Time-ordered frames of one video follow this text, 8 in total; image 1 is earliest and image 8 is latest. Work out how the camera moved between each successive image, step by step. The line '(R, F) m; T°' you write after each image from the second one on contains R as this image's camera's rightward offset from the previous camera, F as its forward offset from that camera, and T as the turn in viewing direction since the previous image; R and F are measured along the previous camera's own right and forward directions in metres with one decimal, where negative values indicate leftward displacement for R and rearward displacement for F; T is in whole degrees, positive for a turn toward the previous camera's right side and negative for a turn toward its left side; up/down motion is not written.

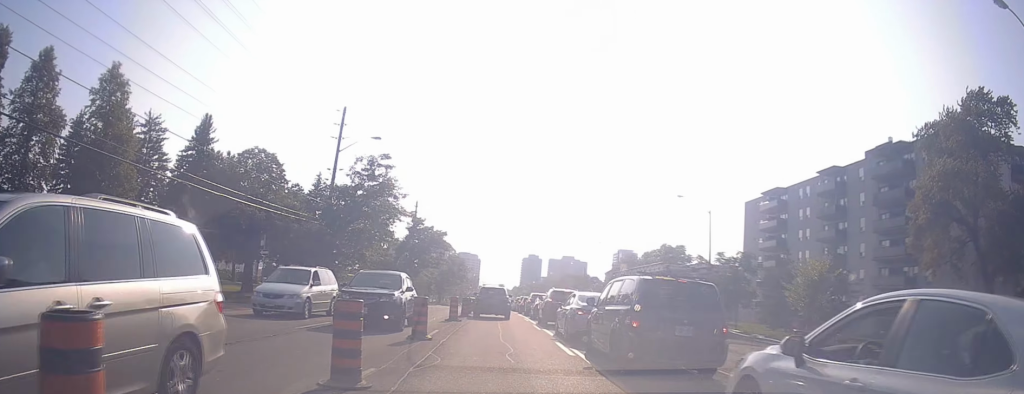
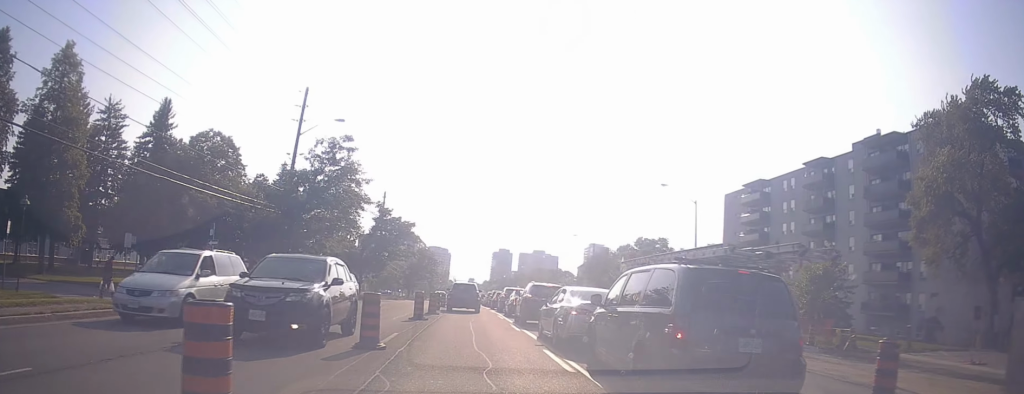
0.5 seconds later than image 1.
(0.0, +4.7) m; 0°
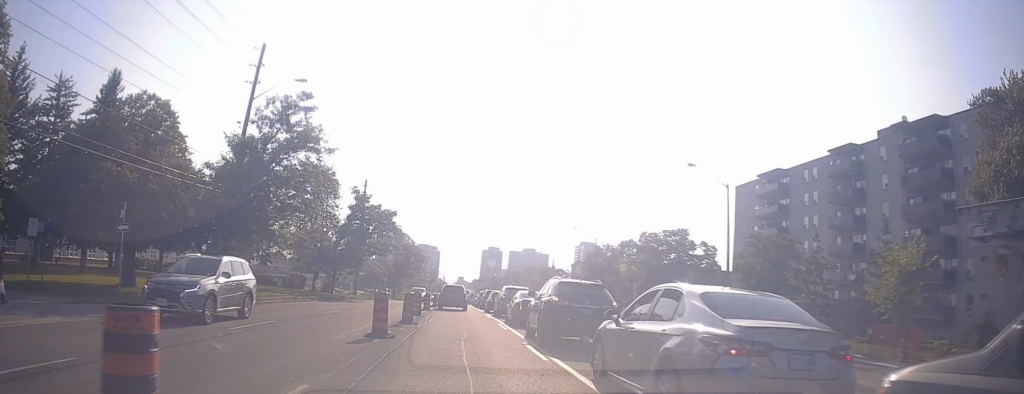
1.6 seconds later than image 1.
(0.0, +10.2) m; 0°
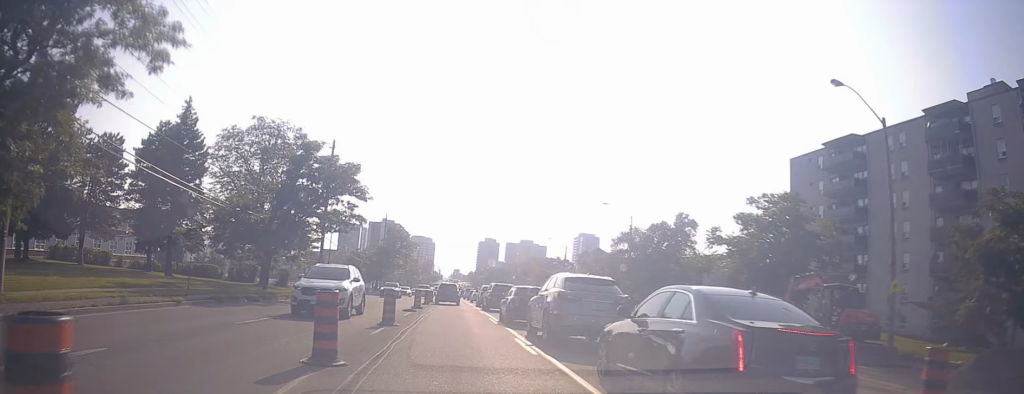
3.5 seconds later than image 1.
(0.0, +18.4) m; 0°
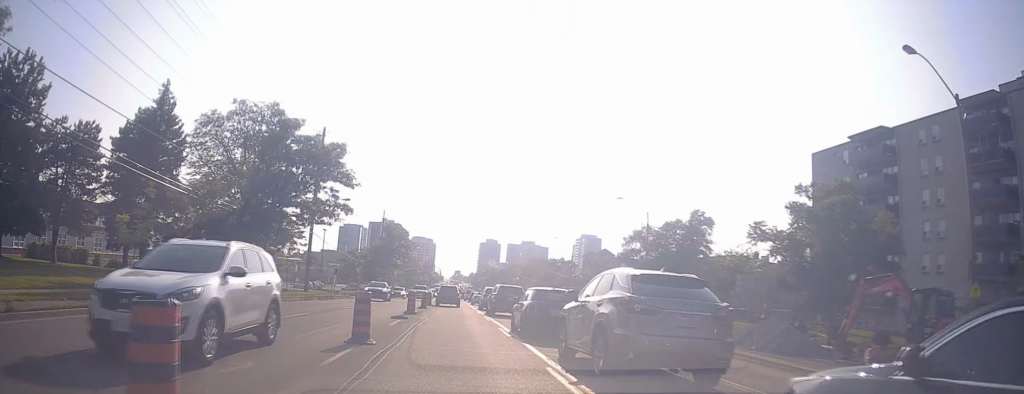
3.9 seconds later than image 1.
(0.0, +4.6) m; 0°
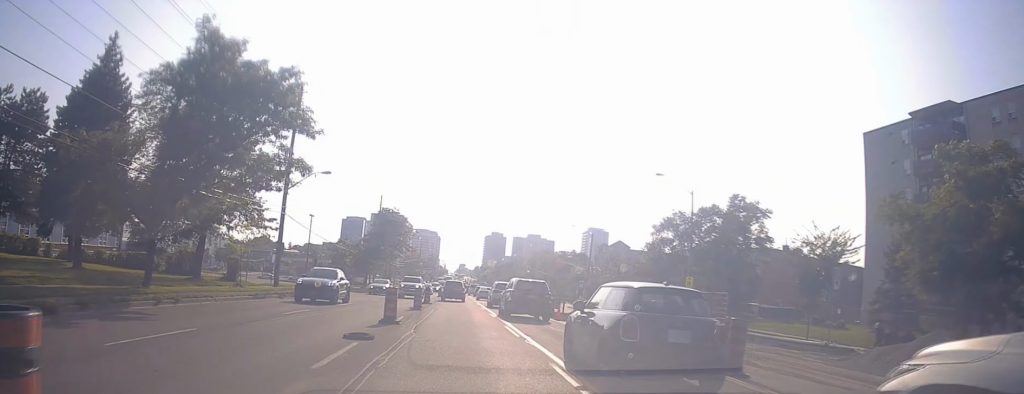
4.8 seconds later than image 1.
(0.0, +8.5) m; 0°
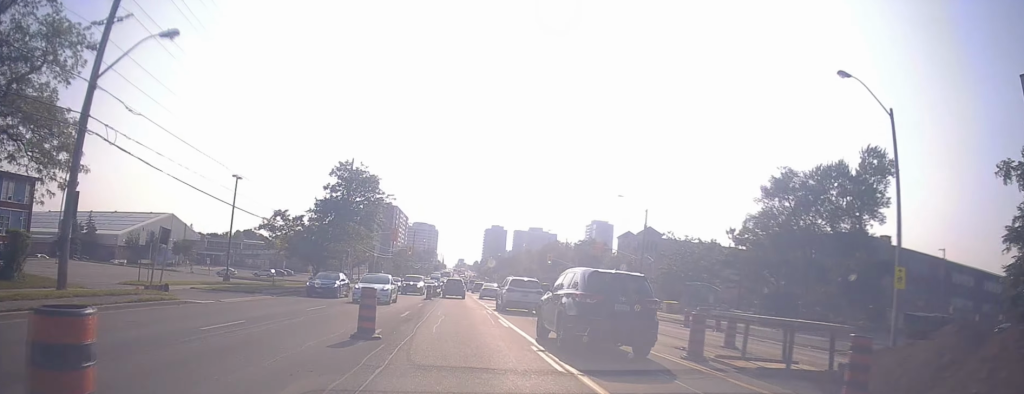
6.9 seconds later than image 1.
(0.0, +20.9) m; 0°
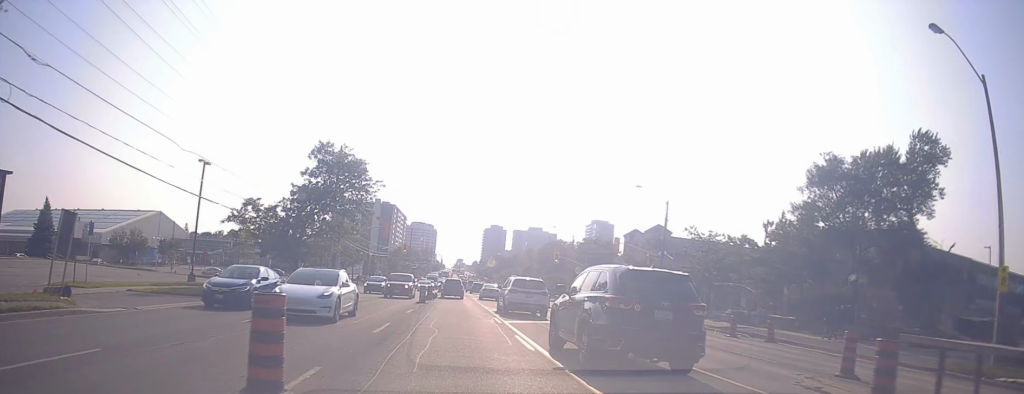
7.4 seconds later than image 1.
(0.0, +5.3) m; 0°
